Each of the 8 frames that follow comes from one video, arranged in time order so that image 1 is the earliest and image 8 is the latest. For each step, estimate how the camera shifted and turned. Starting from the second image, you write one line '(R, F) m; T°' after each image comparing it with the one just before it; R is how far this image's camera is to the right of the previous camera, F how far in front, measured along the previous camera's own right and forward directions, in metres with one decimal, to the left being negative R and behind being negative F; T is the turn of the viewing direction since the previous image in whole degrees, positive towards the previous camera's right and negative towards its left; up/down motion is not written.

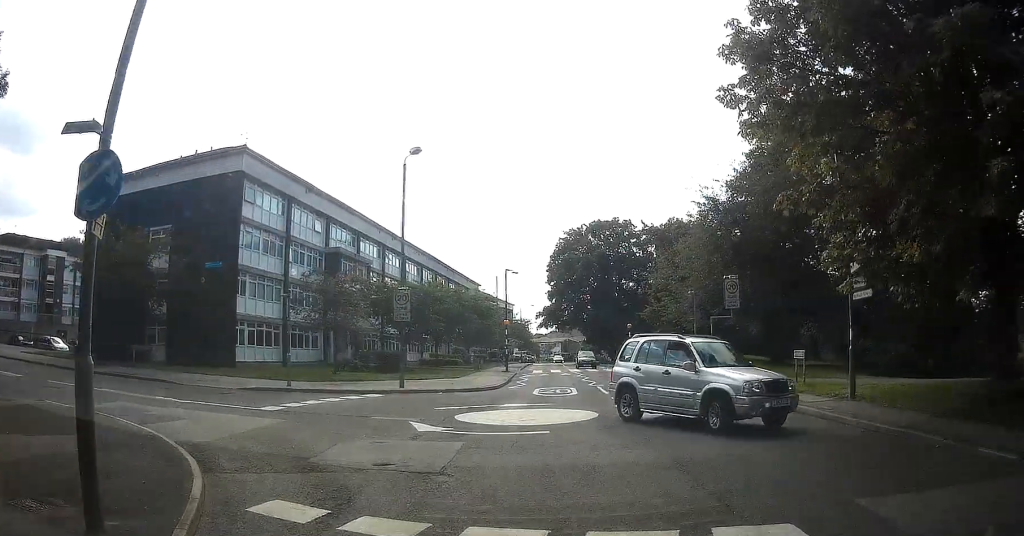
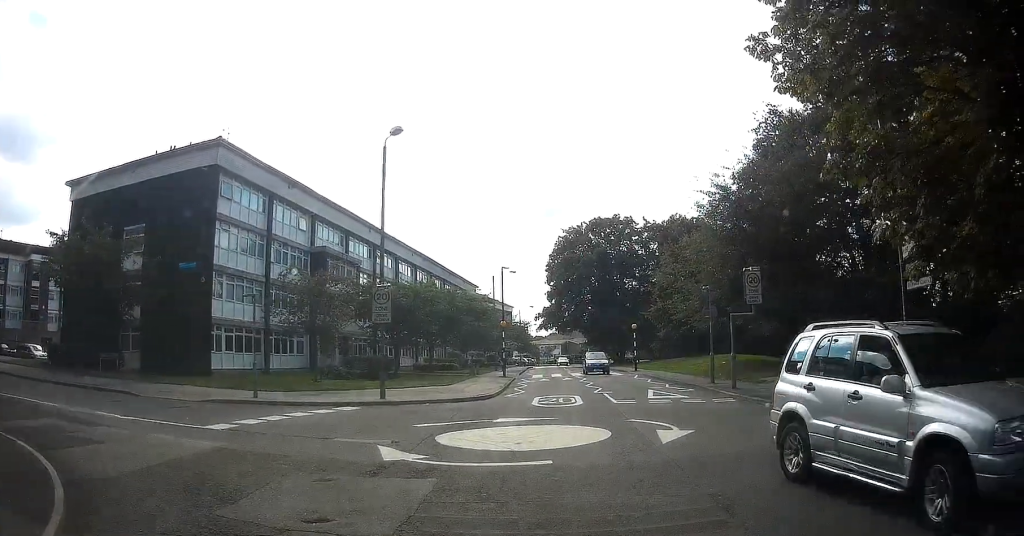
(0.0, +3.1) m; -2°
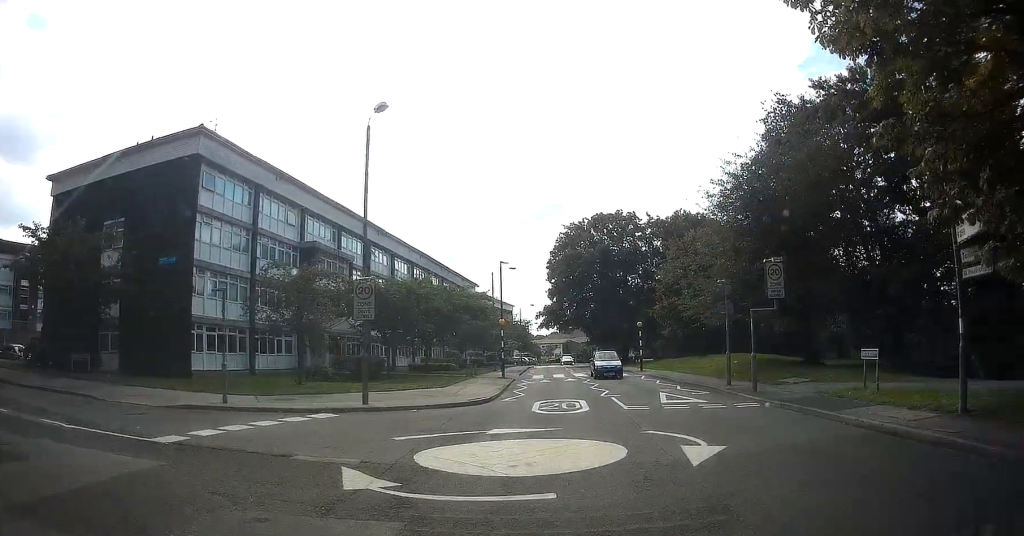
(0.0, +2.0) m; -2°
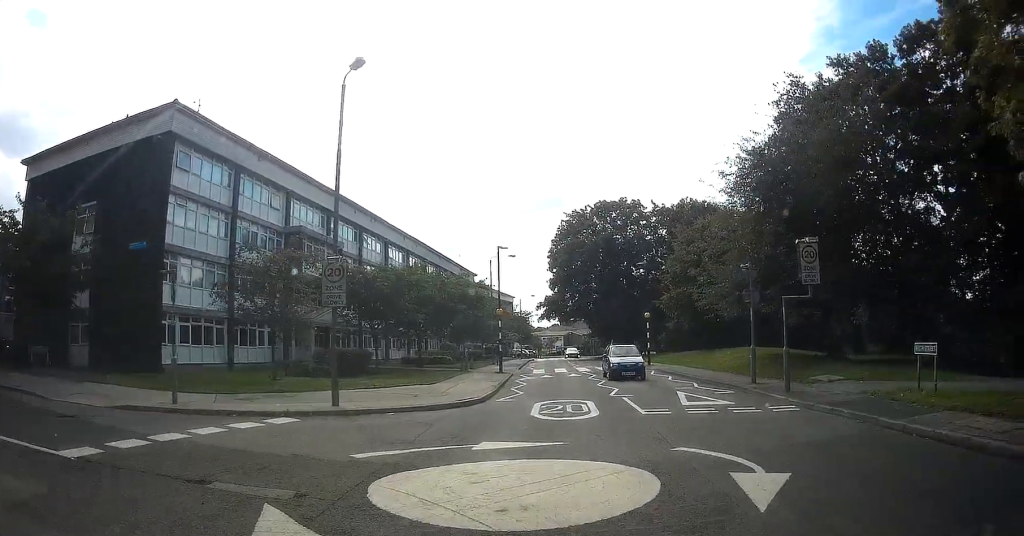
(-0.1, +2.3) m; 0°
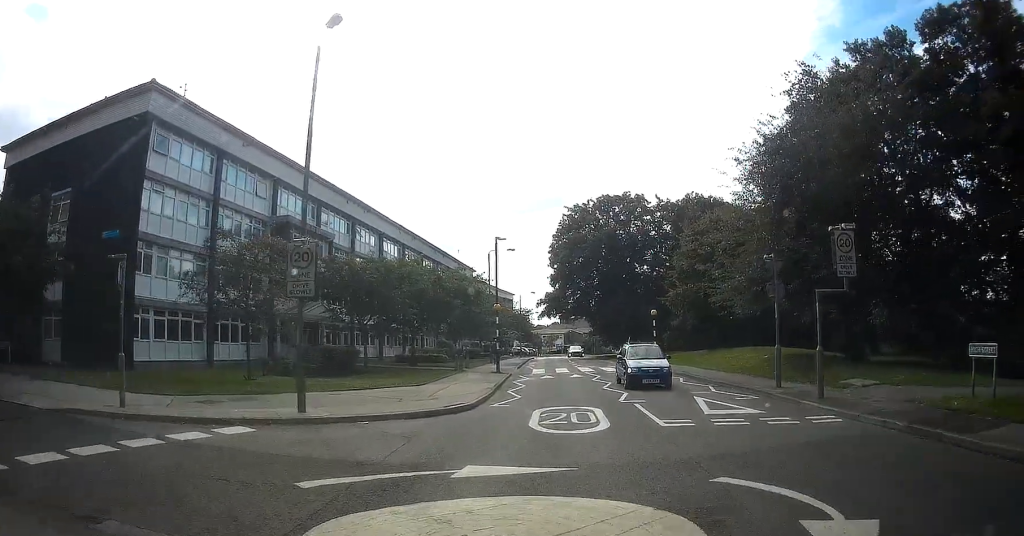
(-0.1, +1.8) m; +1°
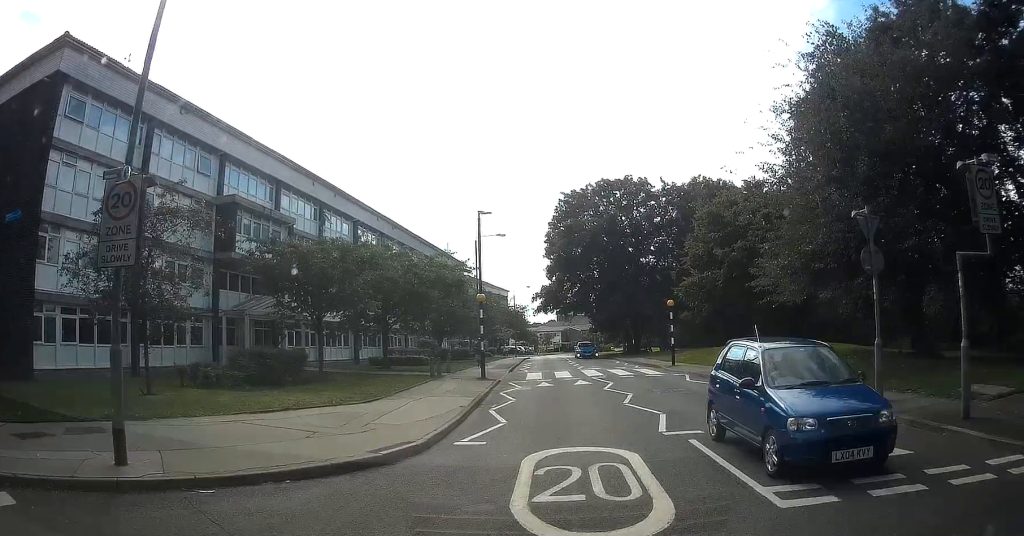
(+0.3, +5.4) m; +7°
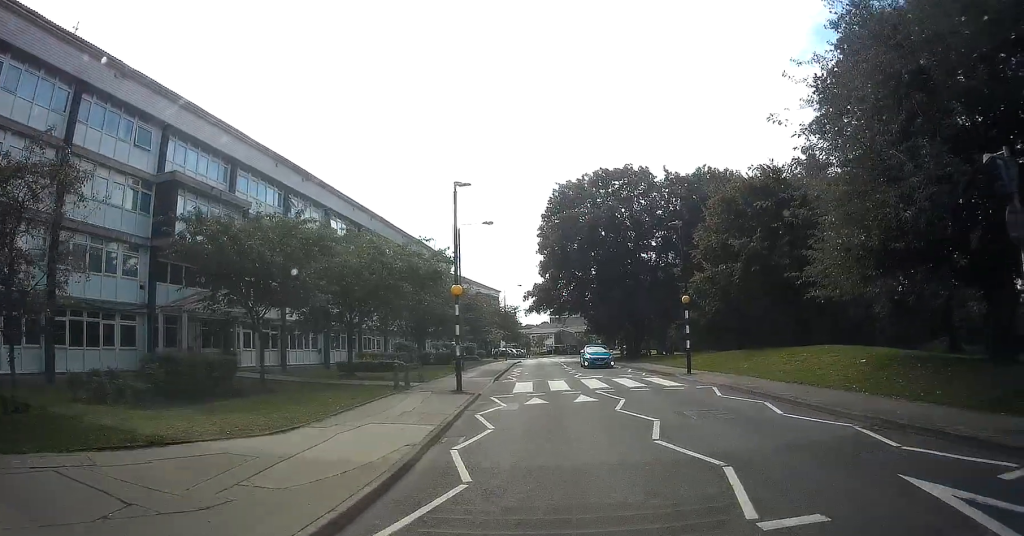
(+0.2, +4.4) m; +6°
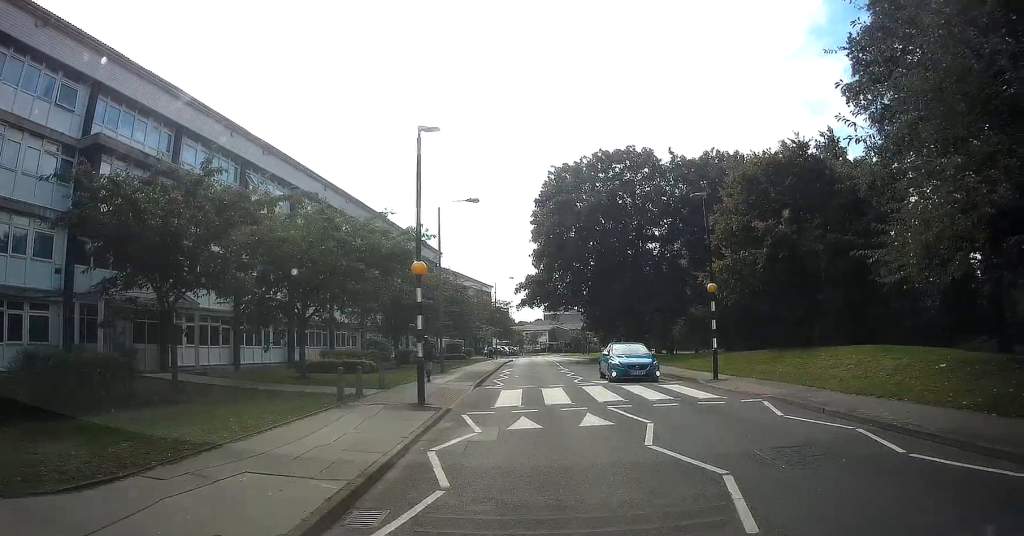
(+0.2, +4.6) m; -1°
